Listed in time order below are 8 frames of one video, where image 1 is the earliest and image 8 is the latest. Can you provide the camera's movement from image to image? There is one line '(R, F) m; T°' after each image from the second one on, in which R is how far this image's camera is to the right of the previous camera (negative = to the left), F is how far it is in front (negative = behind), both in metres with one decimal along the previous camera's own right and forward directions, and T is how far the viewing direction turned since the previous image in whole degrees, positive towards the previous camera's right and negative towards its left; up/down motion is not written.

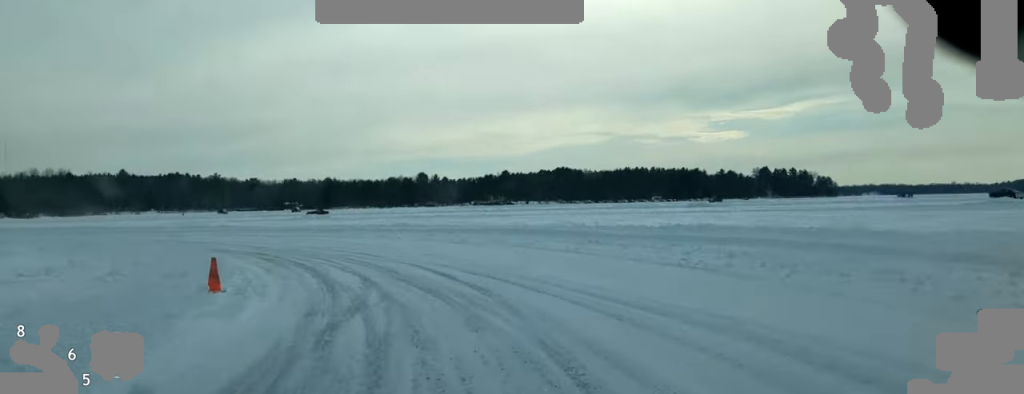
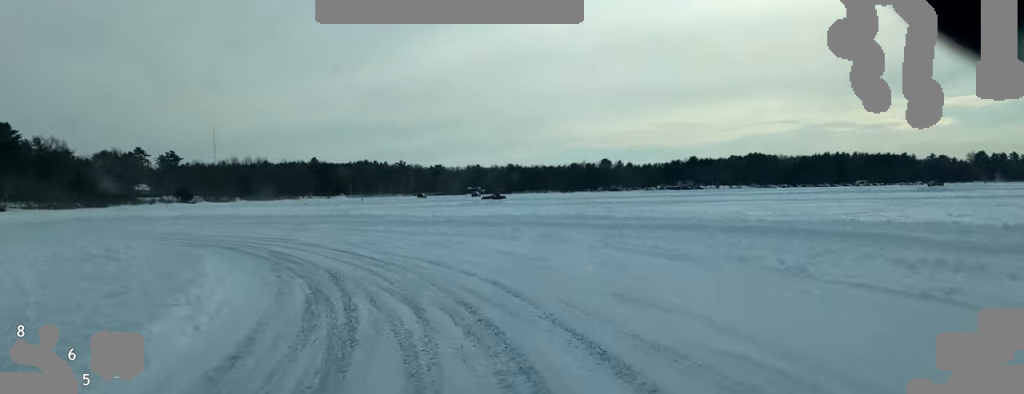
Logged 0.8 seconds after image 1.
(-0.9, +12.2) m; -9°
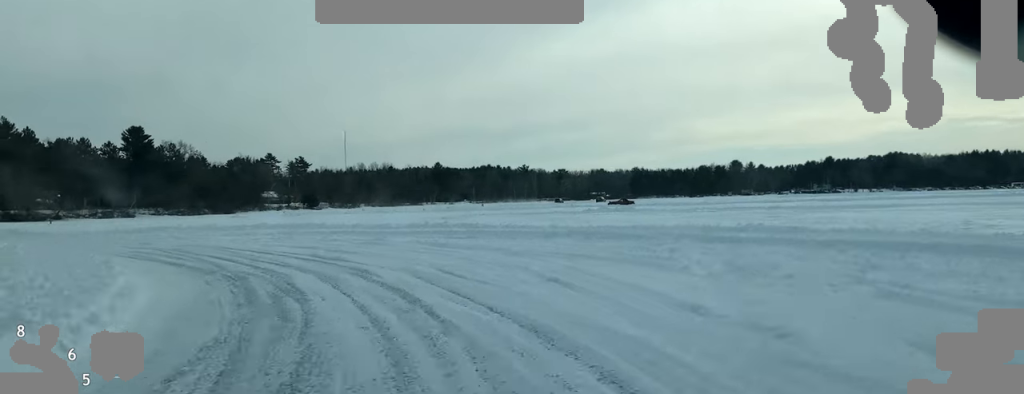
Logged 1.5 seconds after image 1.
(-0.6, +10.7) m; -8°
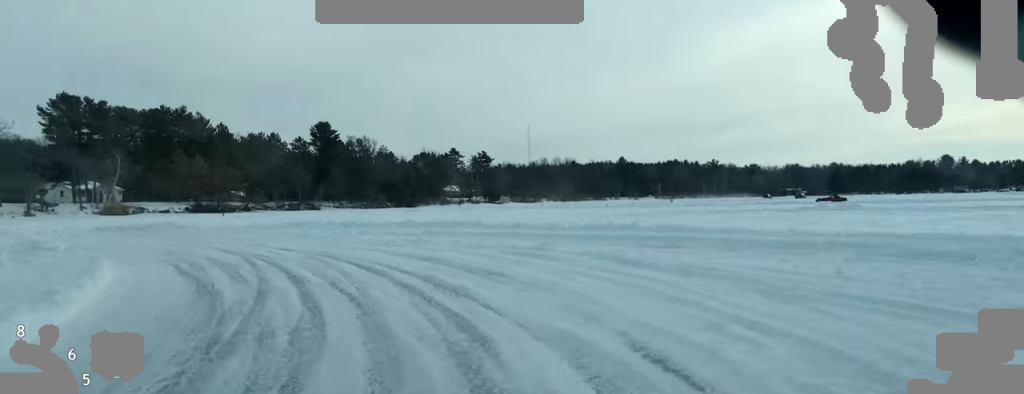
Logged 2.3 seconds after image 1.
(-0.9, +10.3) m; -9°
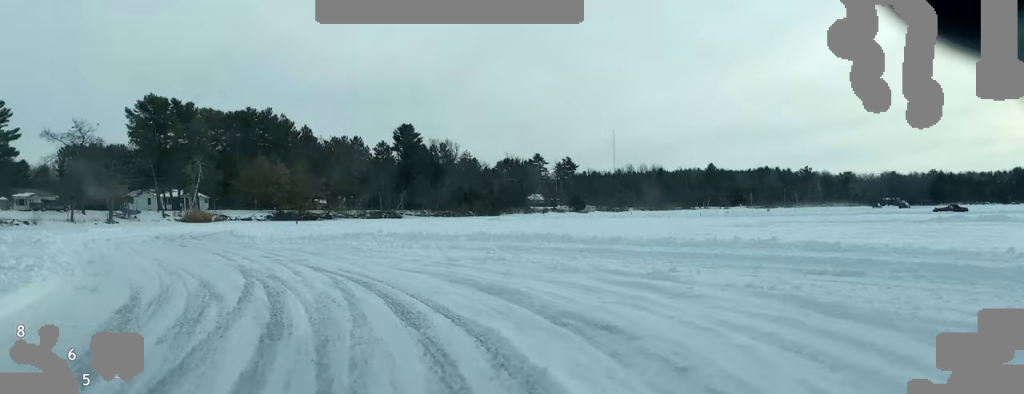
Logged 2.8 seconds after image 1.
(-0.5, +7.4) m; -7°
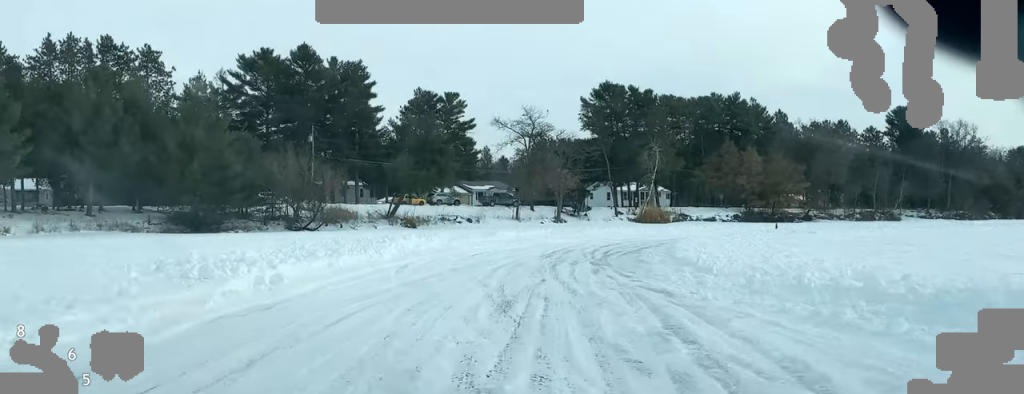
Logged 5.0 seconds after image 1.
(-6.0, +29.9) m; -16°
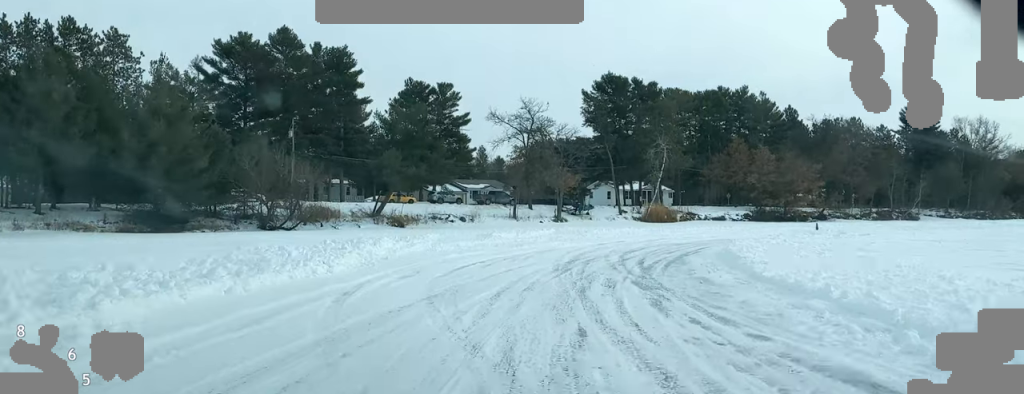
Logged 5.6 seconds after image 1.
(-0.3, +9.0) m; 0°
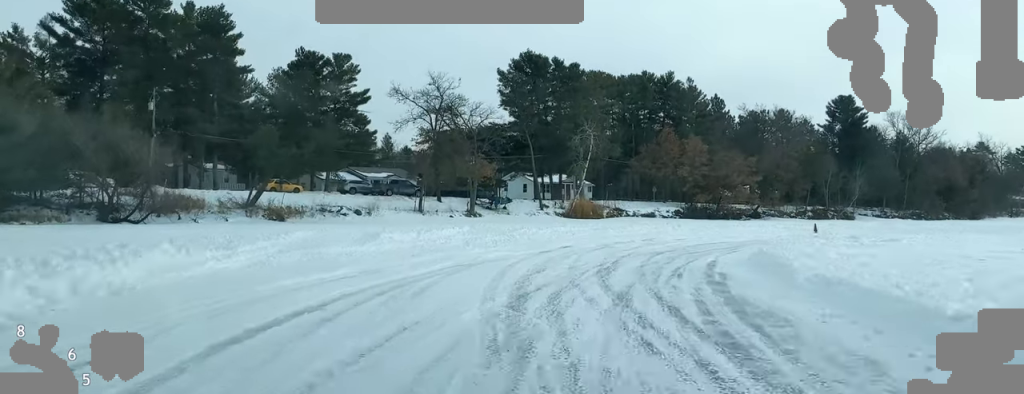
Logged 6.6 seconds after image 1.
(+0.4, +15.3) m; +5°
